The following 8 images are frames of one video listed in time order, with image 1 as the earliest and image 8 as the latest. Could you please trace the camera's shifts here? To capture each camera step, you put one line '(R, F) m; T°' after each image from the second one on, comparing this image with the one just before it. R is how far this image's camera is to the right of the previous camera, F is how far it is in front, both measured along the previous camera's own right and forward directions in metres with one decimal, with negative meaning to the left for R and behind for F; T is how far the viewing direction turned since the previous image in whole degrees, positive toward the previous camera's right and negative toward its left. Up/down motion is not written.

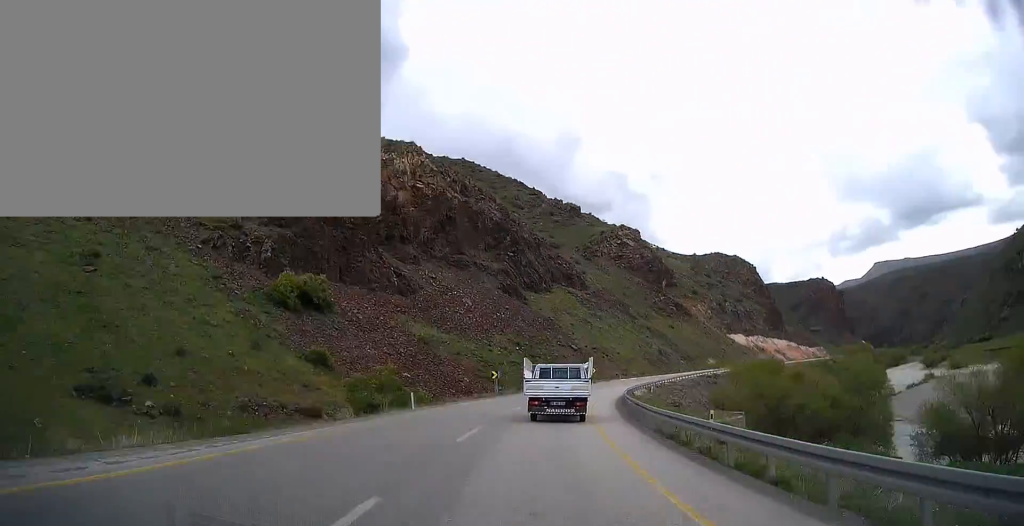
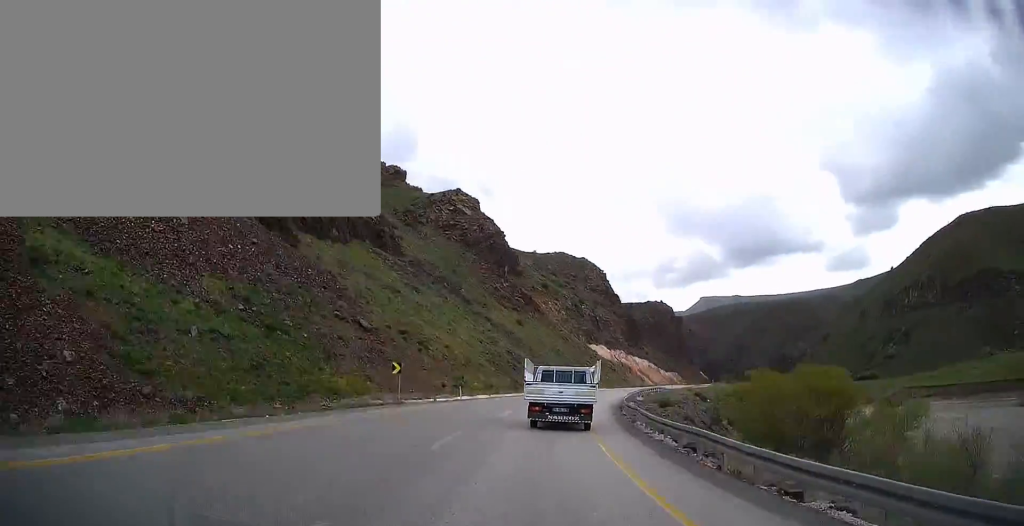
(+9.1, +61.7) m; +11°
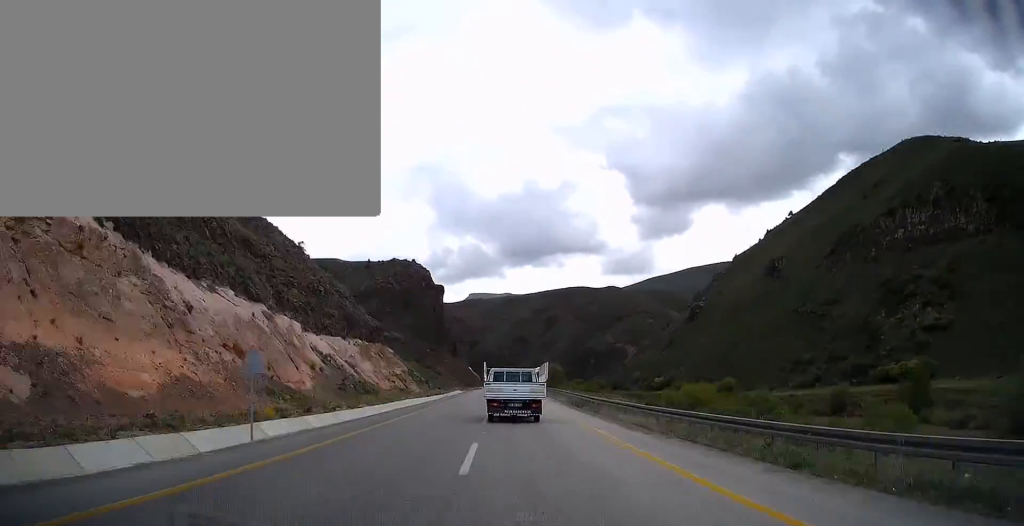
(+55.0, +253.1) m; +13°
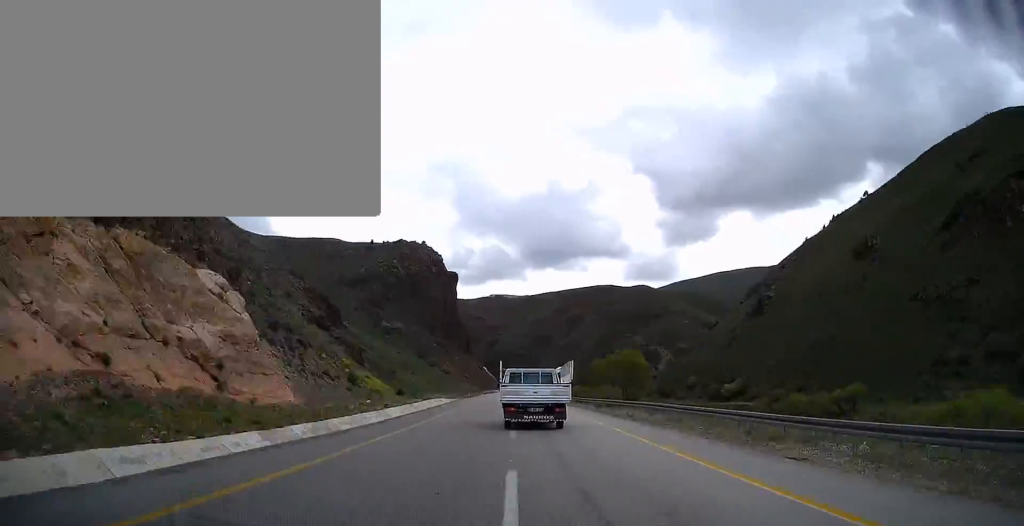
(-0.9, +67.5) m; 0°
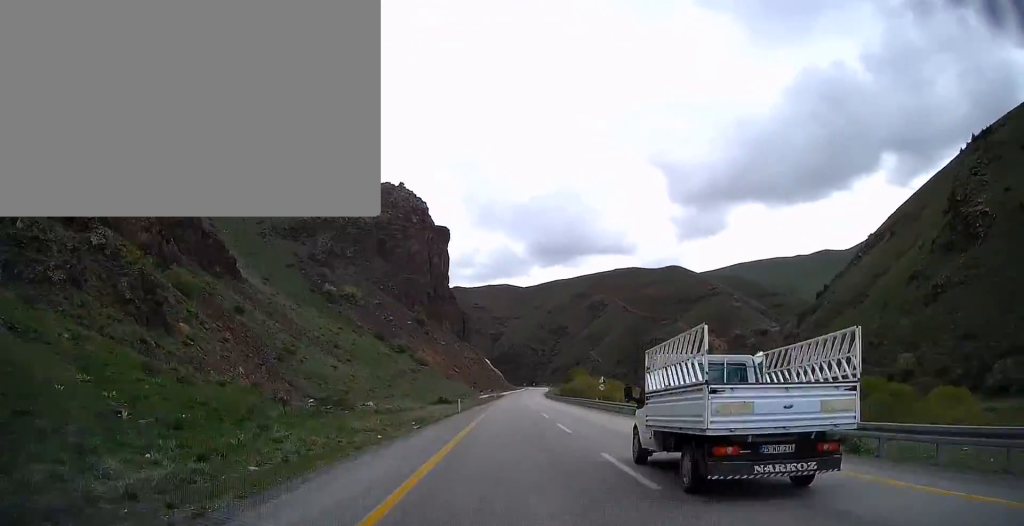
(+0.2, +126.9) m; 0°
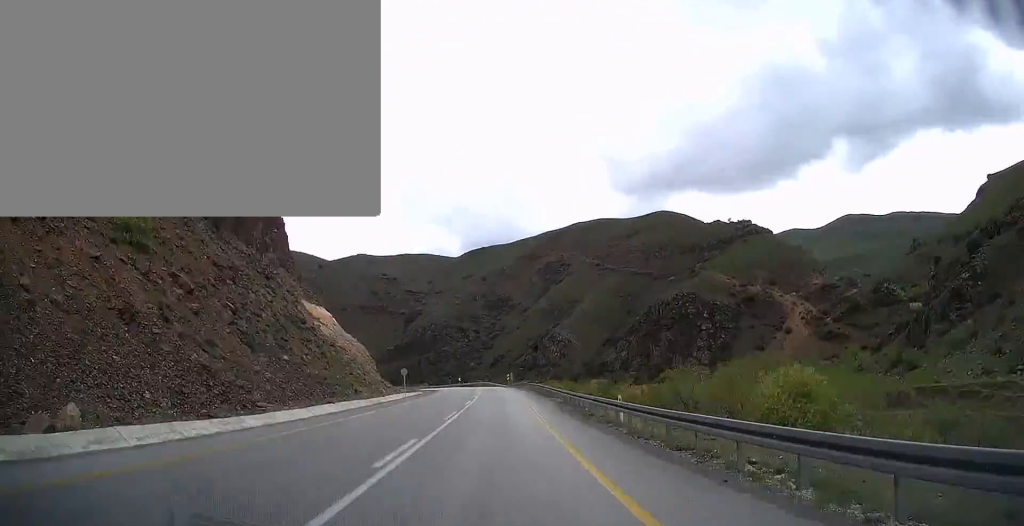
(+0.7, +182.6) m; -6°
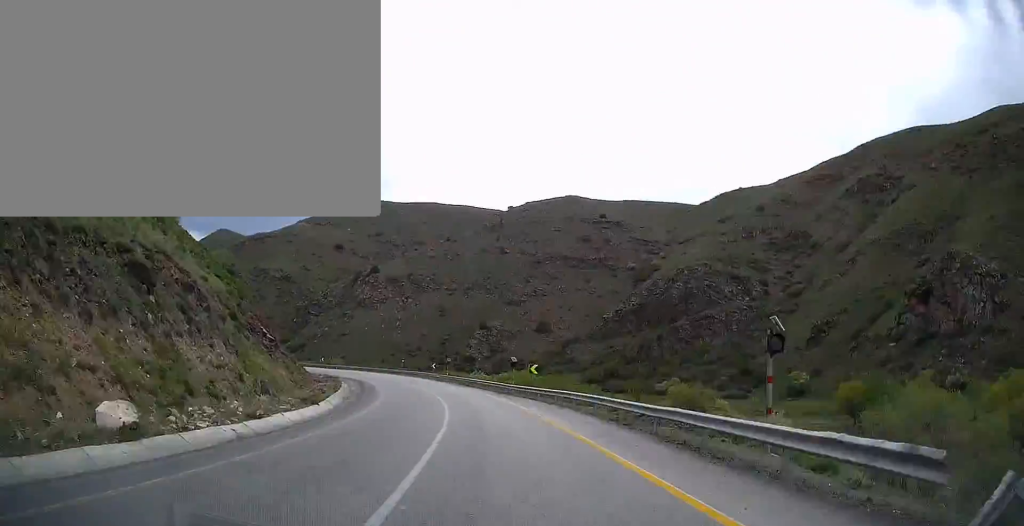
(-25.3, +179.1) m; -30°
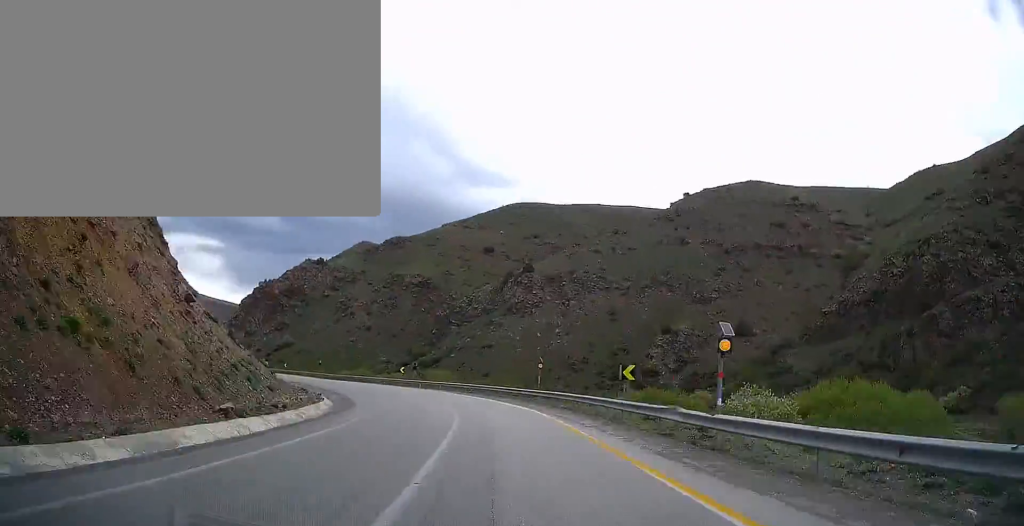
(+4.4, +61.9) m; -15°
